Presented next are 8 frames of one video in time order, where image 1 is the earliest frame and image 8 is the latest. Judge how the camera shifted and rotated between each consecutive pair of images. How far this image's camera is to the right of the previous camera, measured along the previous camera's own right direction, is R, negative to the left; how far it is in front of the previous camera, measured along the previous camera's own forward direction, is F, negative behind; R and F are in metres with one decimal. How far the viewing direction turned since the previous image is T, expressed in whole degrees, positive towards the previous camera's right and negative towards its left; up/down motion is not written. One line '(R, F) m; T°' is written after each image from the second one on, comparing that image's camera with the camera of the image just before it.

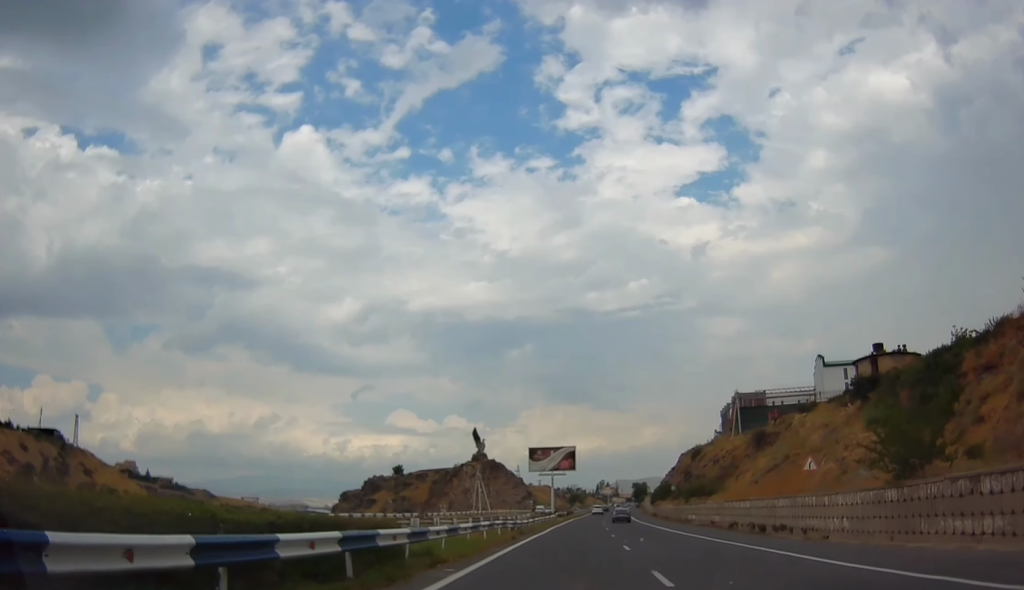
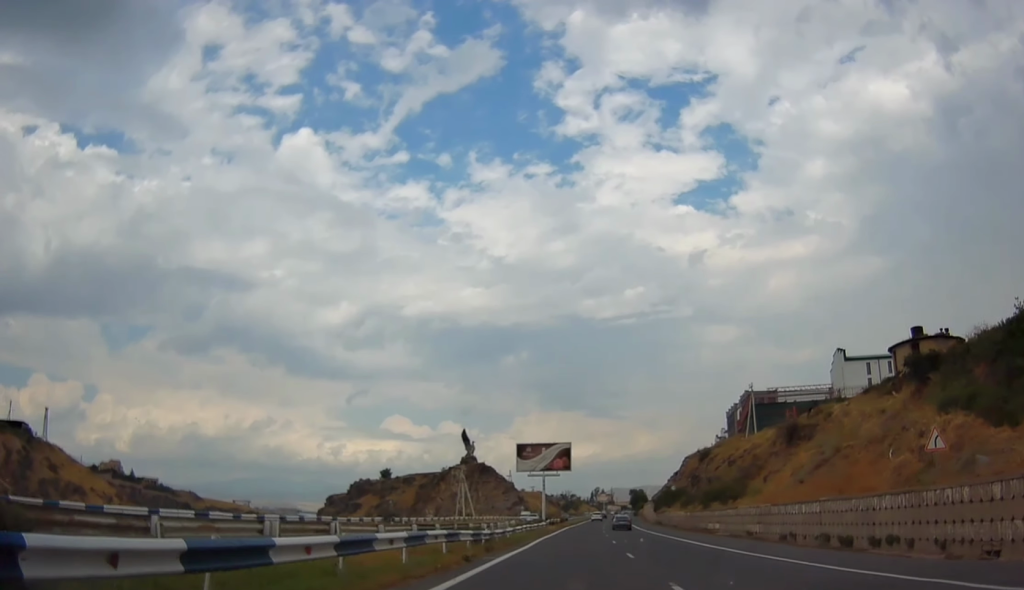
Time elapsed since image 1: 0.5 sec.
(-0.3, +12.4) m; 0°
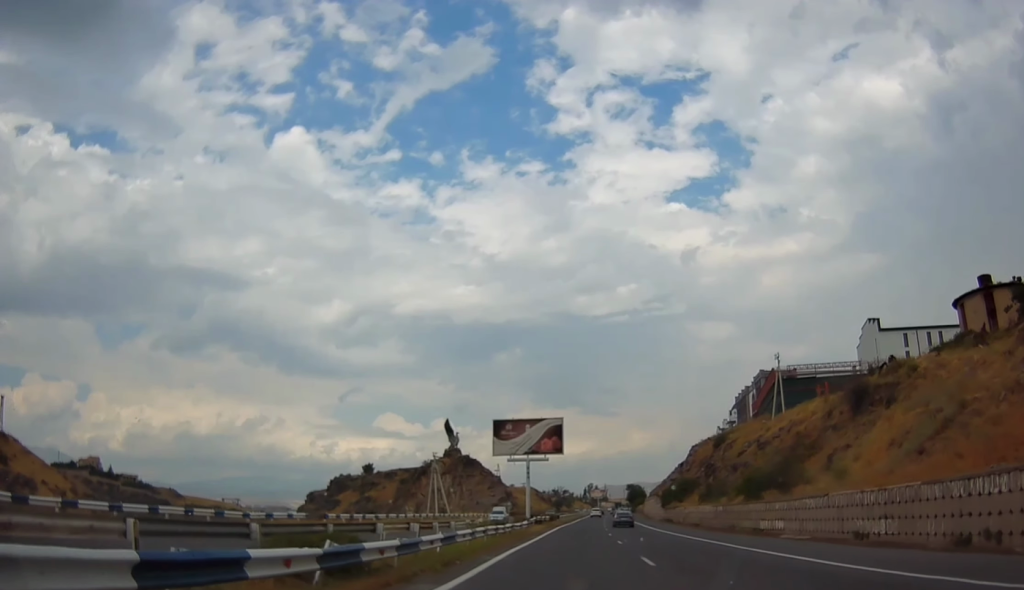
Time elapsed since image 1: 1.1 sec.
(+0.4, +17.0) m; +1°
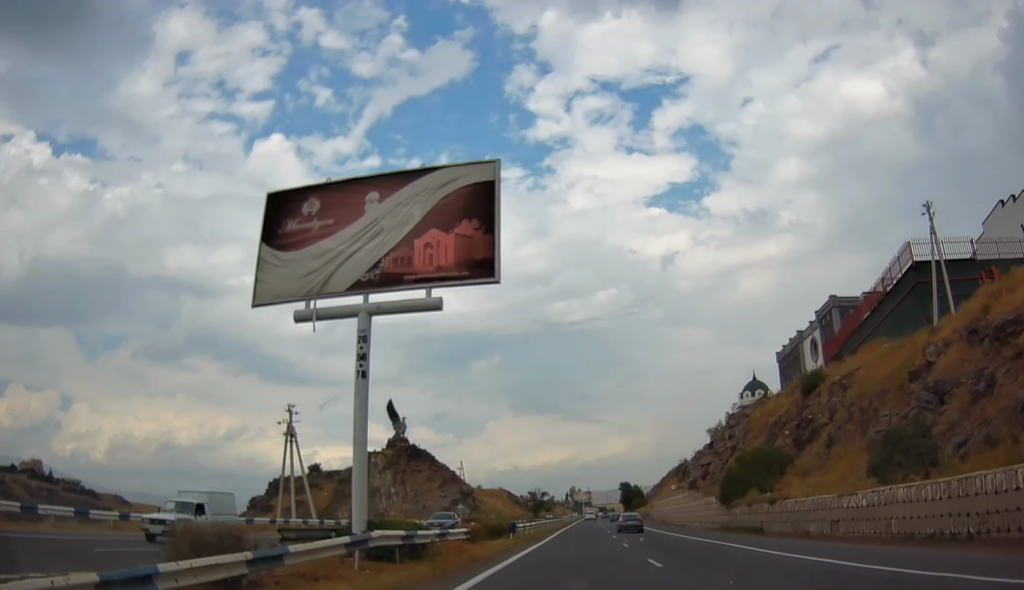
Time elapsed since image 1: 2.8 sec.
(+0.6, +44.6) m; +1°
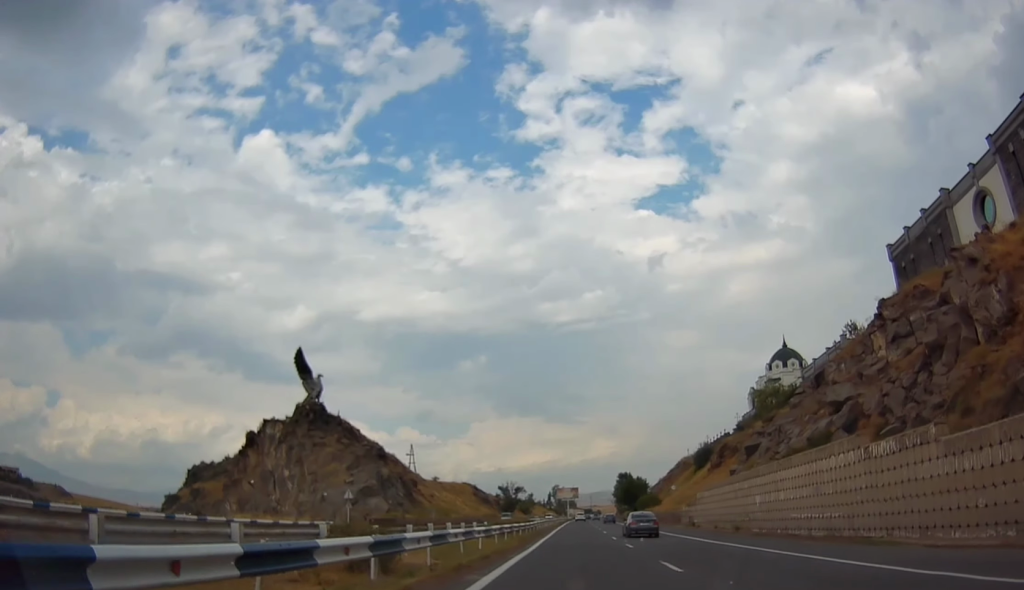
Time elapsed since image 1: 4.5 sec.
(0.0, +46.9) m; +2°
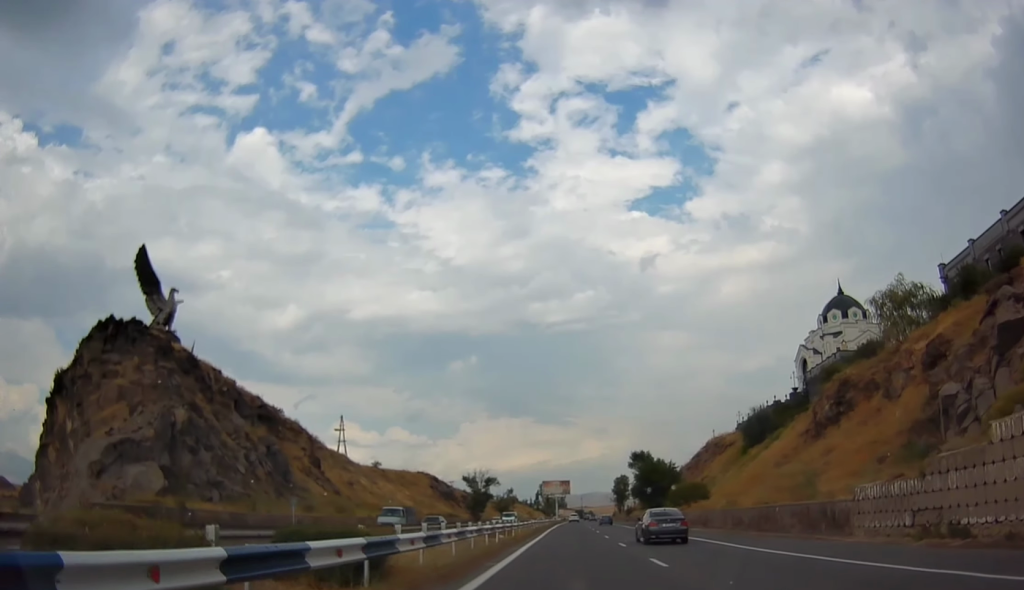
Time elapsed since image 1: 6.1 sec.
(+1.0, +44.6) m; +2°
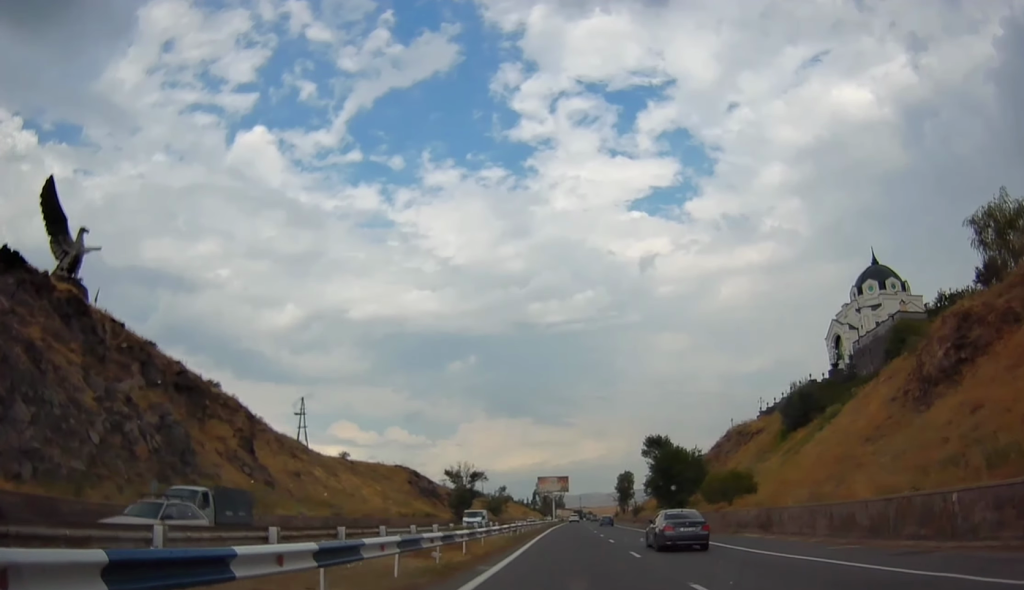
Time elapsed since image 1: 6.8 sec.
(0.0, +17.5) m; 0°
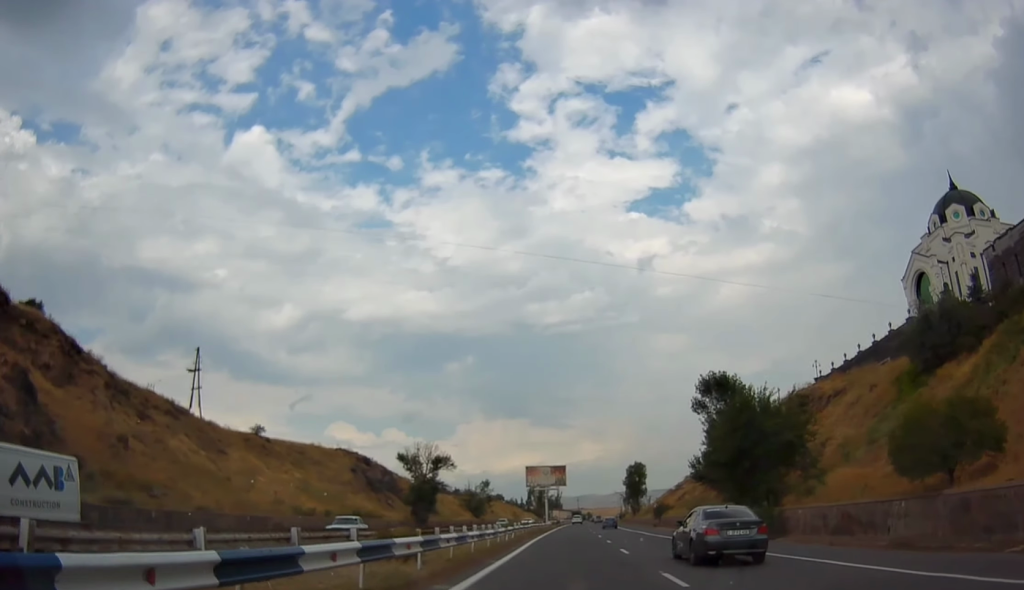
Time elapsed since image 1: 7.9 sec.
(+0.2, +30.7) m; 0°
